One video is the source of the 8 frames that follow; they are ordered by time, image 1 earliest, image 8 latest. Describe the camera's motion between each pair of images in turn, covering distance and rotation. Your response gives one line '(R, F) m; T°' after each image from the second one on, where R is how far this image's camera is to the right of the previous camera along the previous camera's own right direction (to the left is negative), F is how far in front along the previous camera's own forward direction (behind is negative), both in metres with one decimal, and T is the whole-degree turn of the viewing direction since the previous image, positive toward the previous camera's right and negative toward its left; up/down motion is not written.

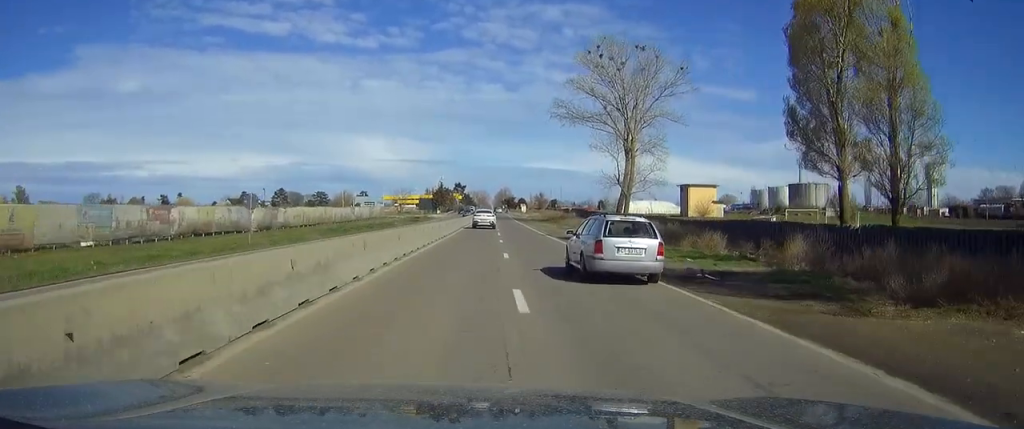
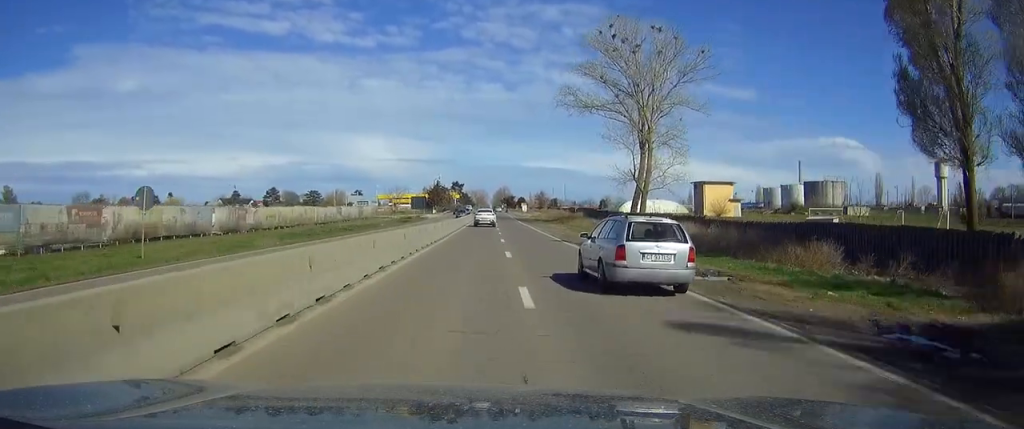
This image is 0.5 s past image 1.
(0.0, +11.5) m; 0°
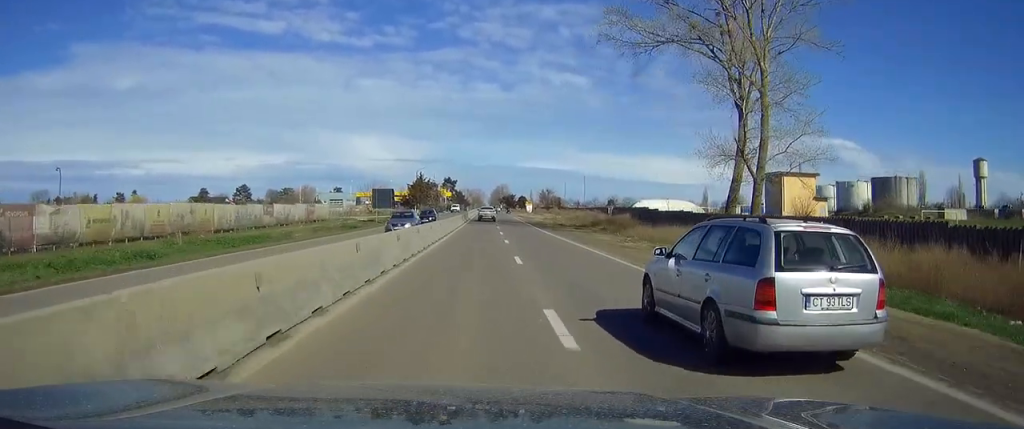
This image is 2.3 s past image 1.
(+0.1, +39.5) m; +1°
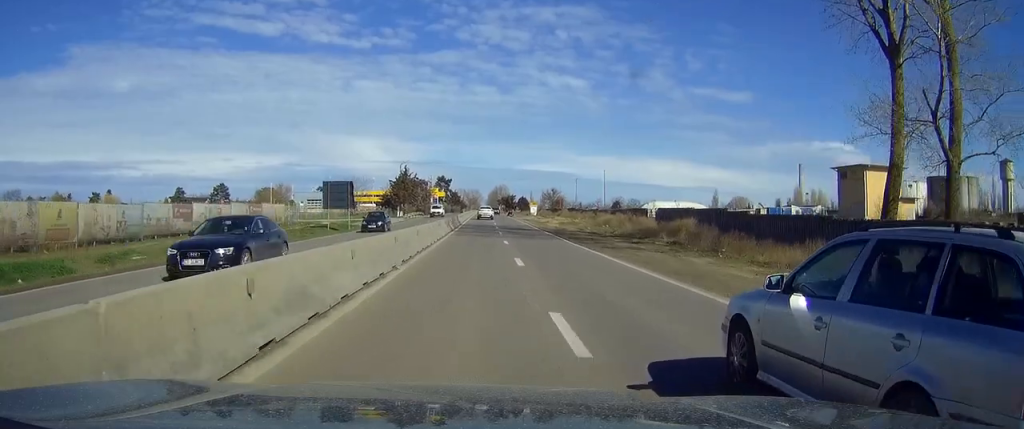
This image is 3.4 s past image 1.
(0.0, +24.6) m; 0°
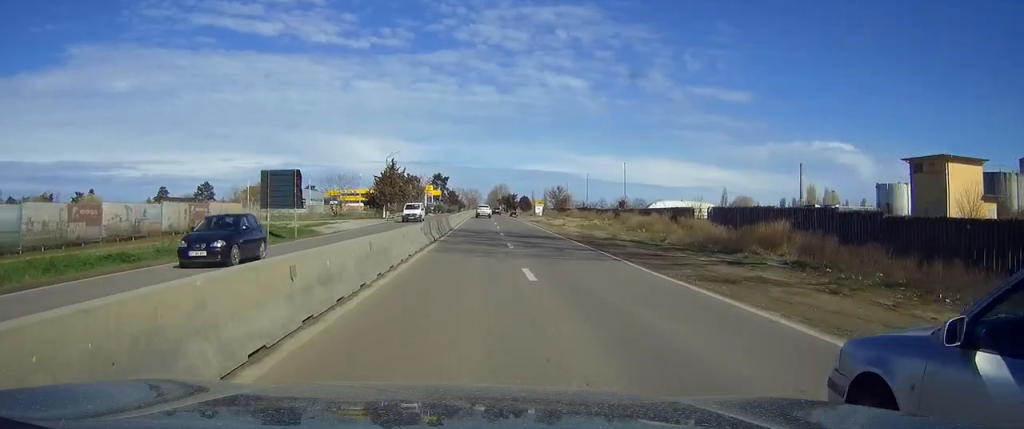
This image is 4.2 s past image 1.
(0.0, +16.6) m; 0°
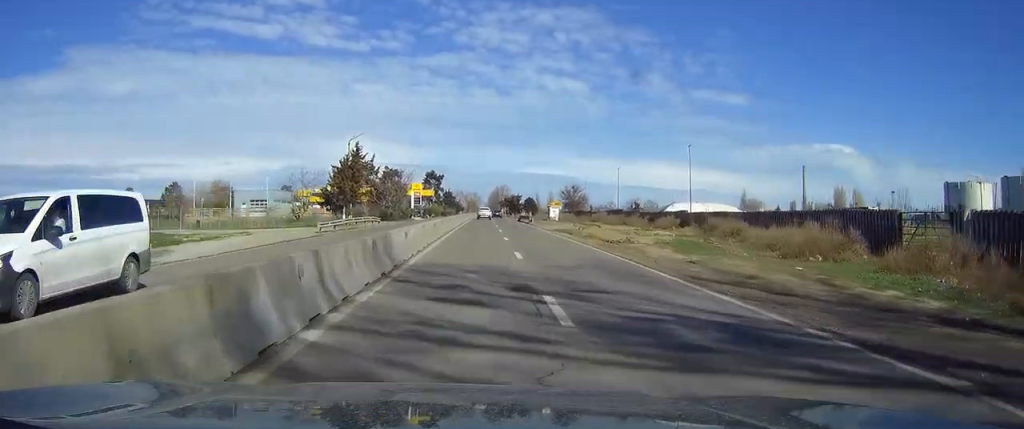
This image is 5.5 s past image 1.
(0.0, +30.1) m; 0°
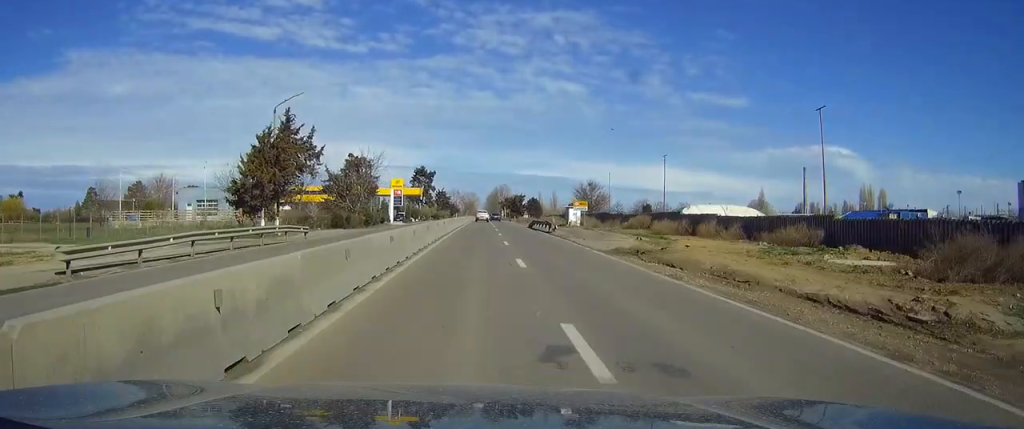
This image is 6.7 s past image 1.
(0.0, +26.9) m; 0°
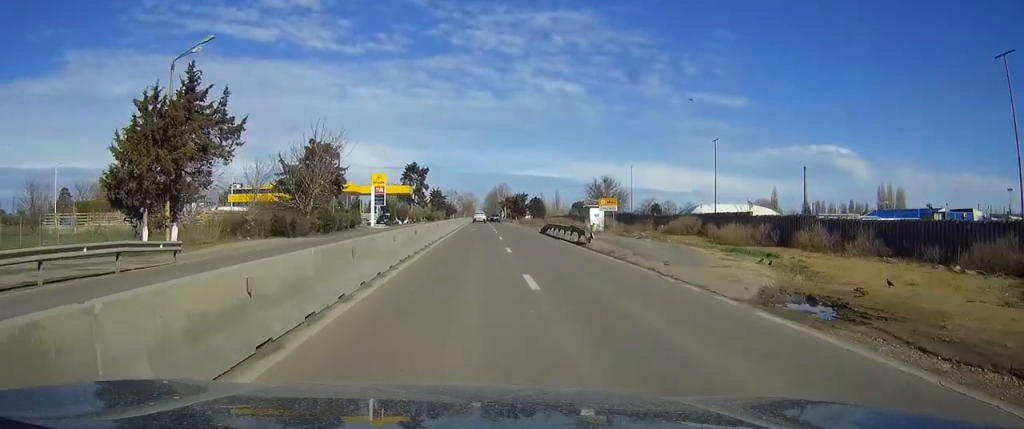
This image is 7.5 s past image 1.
(0.0, +17.2) m; 0°
